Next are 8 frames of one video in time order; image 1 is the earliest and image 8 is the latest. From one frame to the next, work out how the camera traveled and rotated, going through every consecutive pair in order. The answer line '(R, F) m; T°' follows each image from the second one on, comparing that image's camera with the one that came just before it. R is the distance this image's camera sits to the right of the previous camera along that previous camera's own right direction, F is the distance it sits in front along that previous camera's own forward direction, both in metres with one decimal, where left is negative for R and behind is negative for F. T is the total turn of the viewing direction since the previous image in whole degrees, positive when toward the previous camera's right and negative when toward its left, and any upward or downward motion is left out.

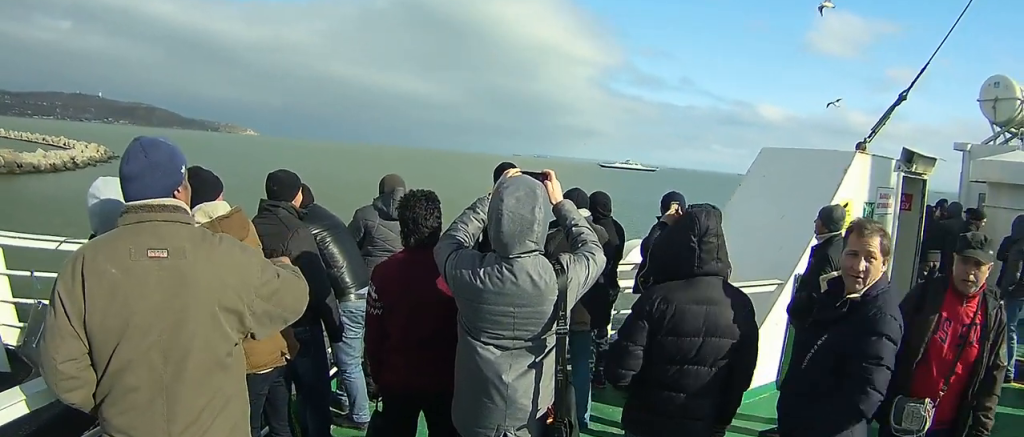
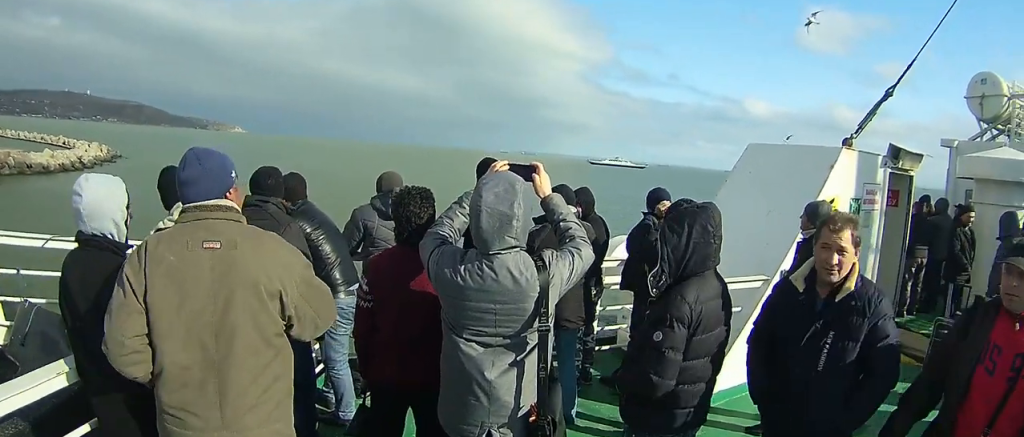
(-0.1, +4.1) m; -1°
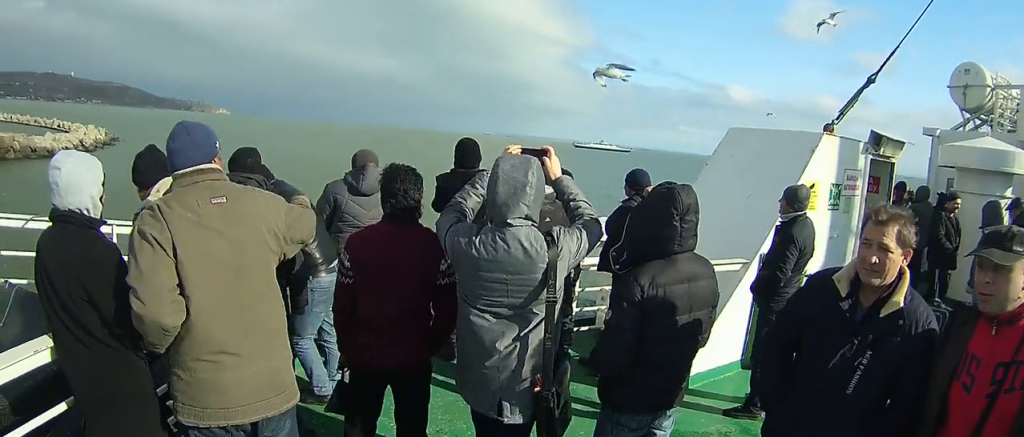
(0.0, +3.8) m; 0°
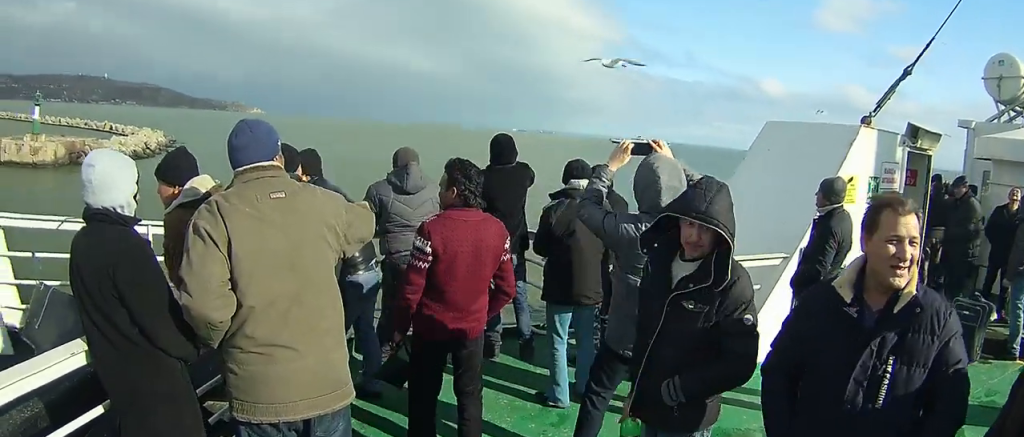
(+0.1, +6.2) m; 0°
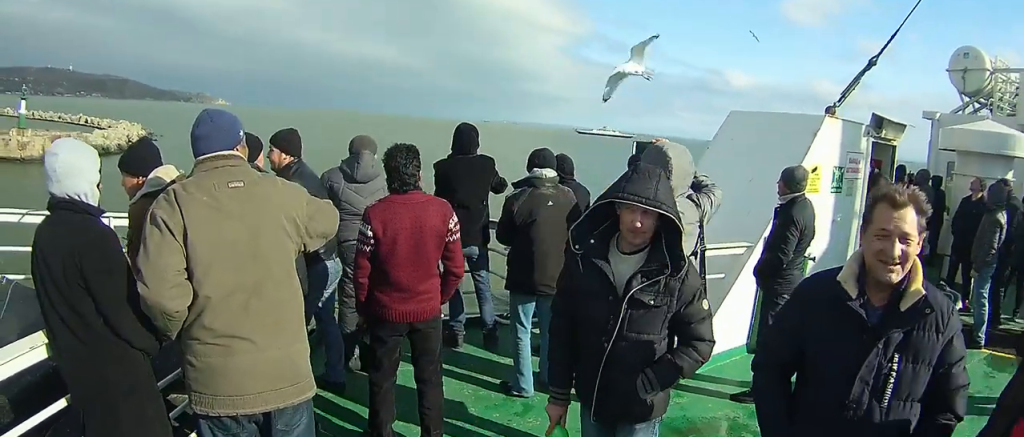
(-0.1, +3.6) m; -1°
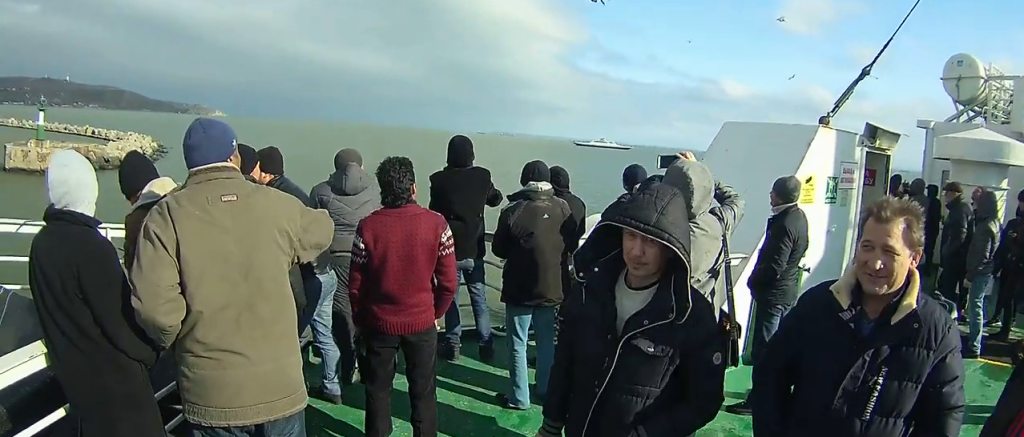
(0.0, +3.4) m; +1°
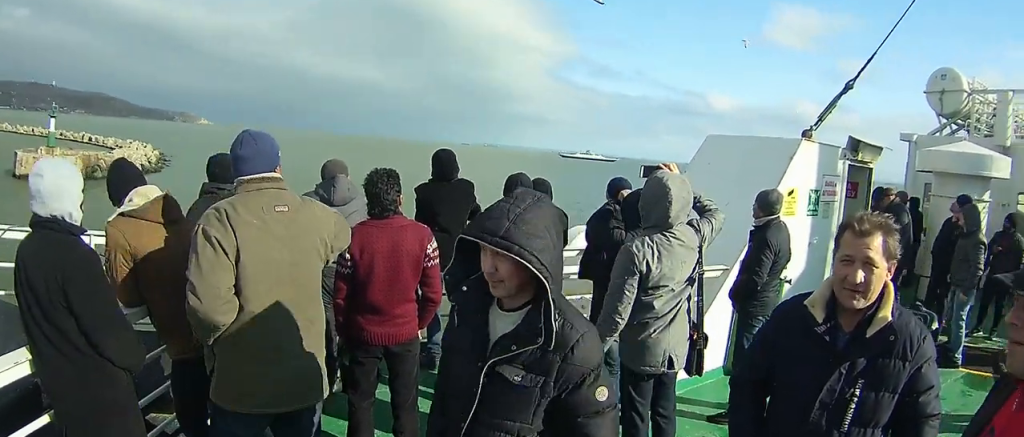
(+0.1, +4.0) m; 0°
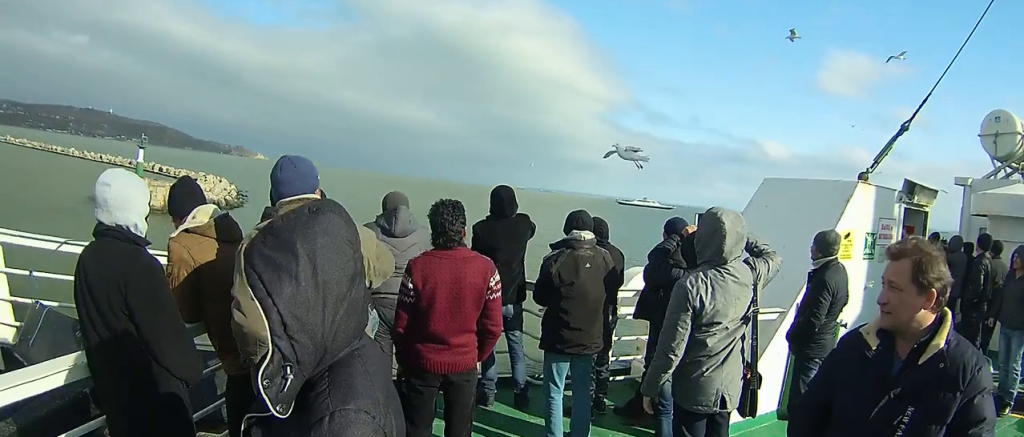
(-0.1, +4.8) m; -2°
